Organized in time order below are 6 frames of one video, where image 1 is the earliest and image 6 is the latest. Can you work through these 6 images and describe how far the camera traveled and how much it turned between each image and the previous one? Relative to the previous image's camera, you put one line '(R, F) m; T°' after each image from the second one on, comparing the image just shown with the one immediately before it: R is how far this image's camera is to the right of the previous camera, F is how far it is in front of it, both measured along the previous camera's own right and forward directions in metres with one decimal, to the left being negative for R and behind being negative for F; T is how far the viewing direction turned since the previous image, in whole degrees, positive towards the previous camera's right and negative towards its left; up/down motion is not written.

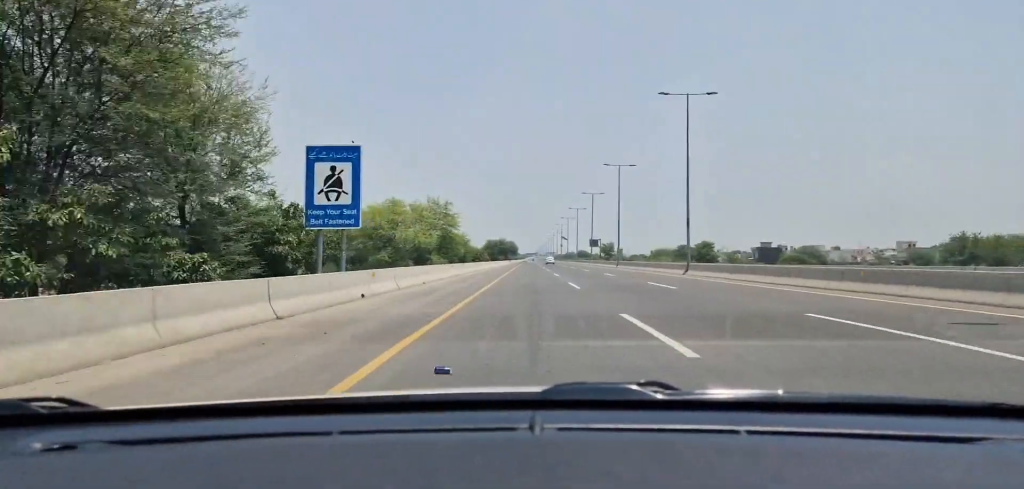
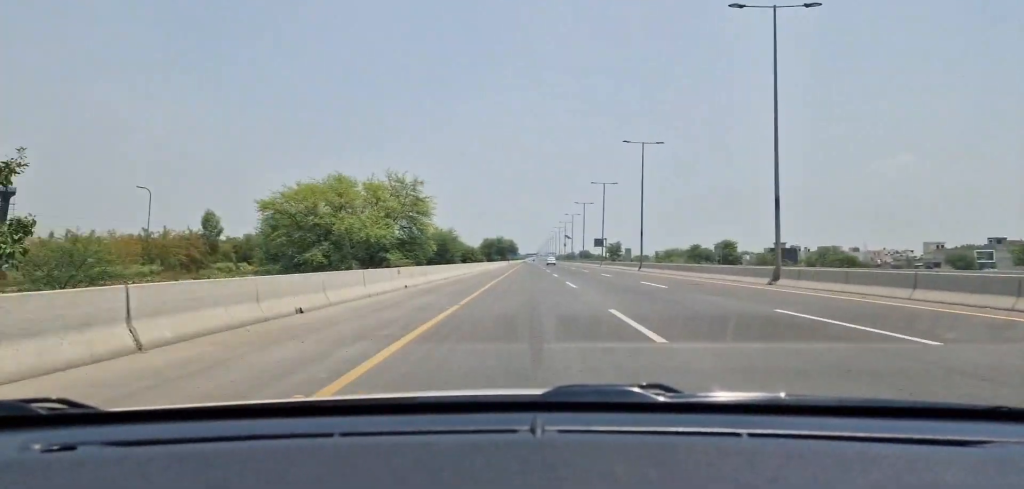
(+0.3, +16.0) m; 0°
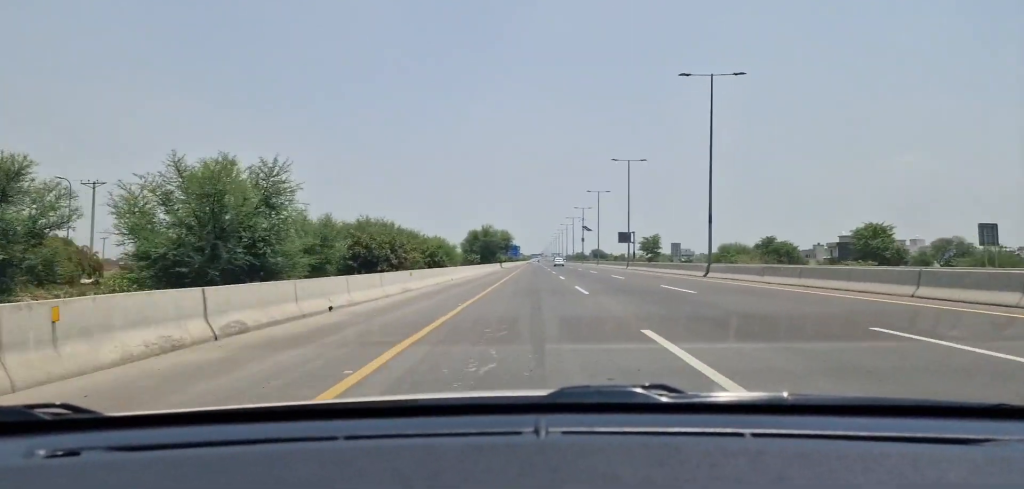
(-0.3, +58.4) m; 0°
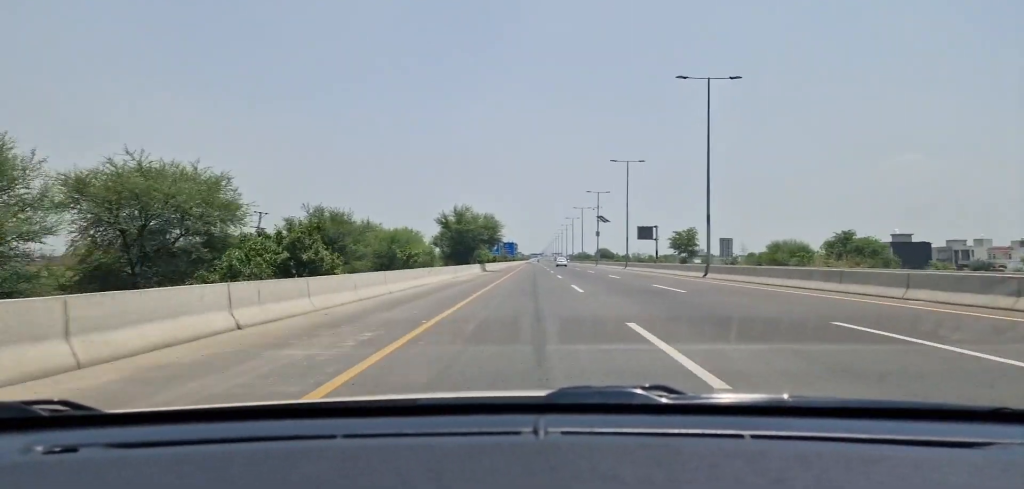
(+0.5, +35.0) m; 0°
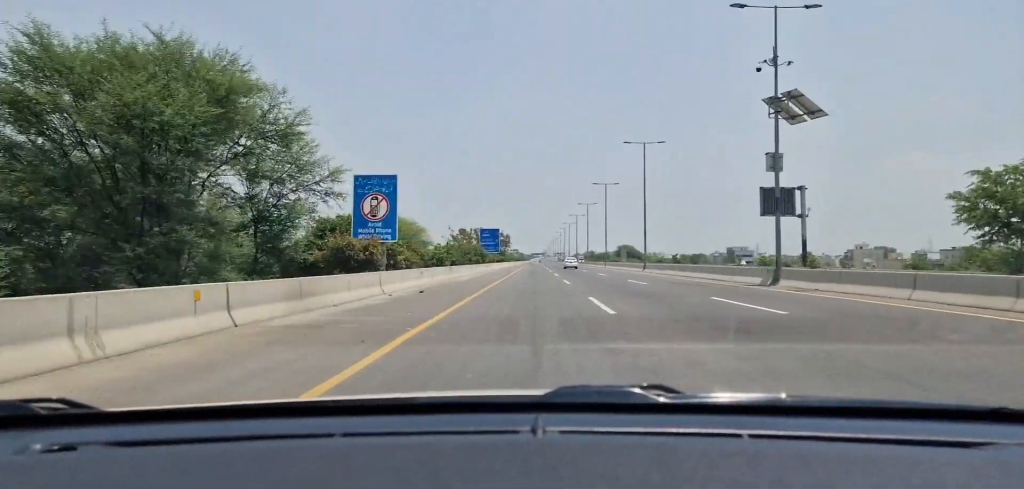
(-0.9, +82.1) m; 0°
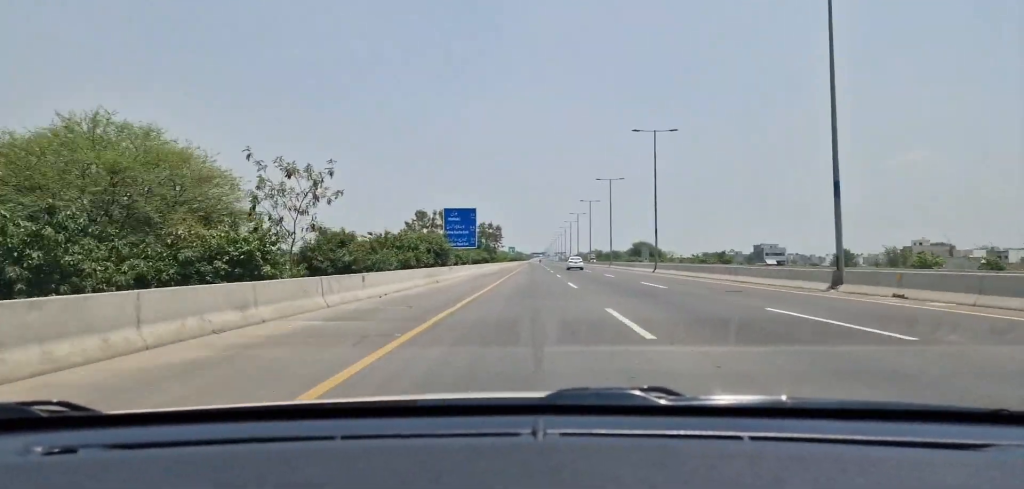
(+0.4, +41.0) m; 0°
